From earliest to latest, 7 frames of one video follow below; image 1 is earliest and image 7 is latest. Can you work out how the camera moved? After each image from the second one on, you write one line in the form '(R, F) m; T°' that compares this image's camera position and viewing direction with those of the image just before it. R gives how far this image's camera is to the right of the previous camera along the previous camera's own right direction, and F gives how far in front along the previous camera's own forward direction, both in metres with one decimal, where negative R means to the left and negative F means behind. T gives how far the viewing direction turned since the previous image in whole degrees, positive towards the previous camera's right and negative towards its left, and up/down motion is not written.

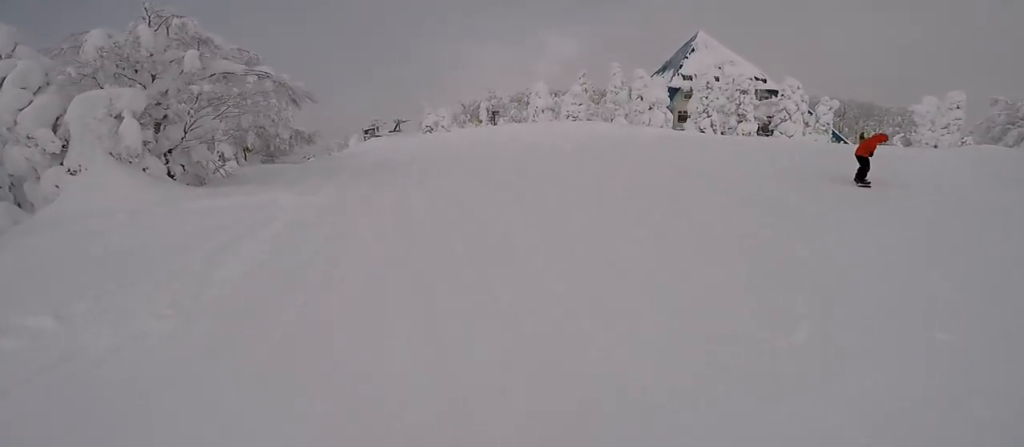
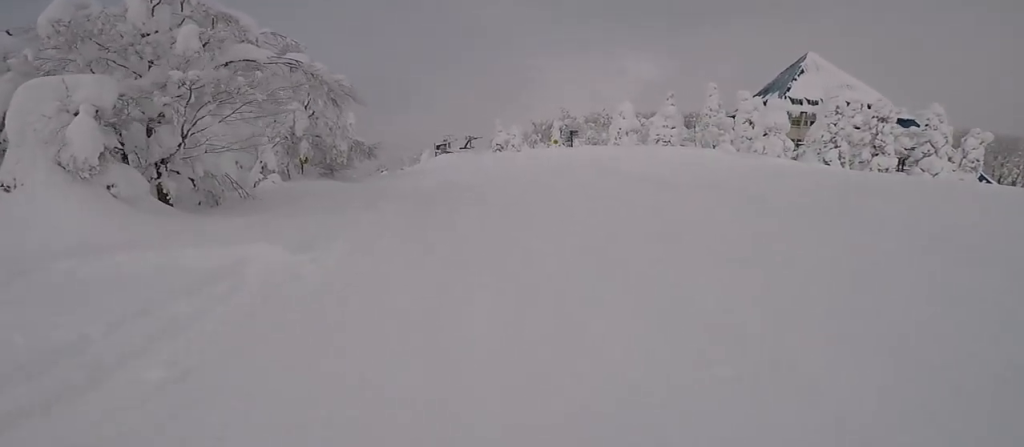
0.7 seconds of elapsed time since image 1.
(-0.6, +5.1) m; -4°
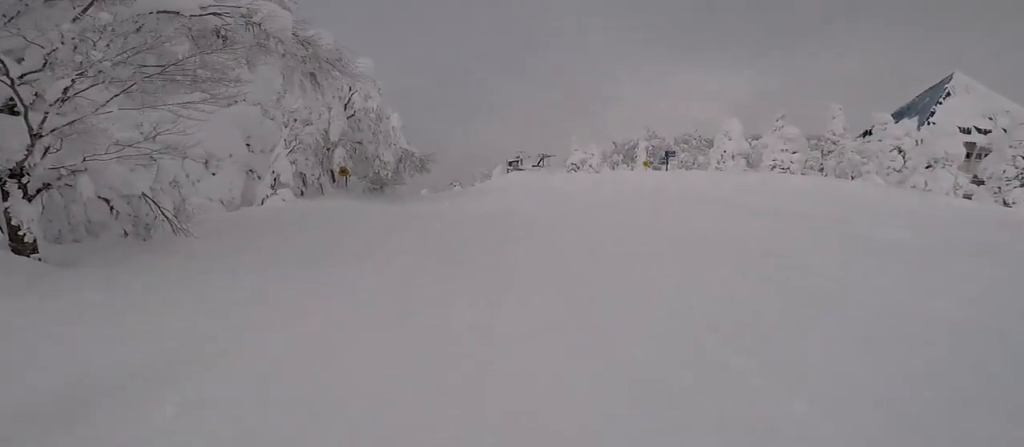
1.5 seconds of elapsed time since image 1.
(-0.2, +5.9) m; -1°
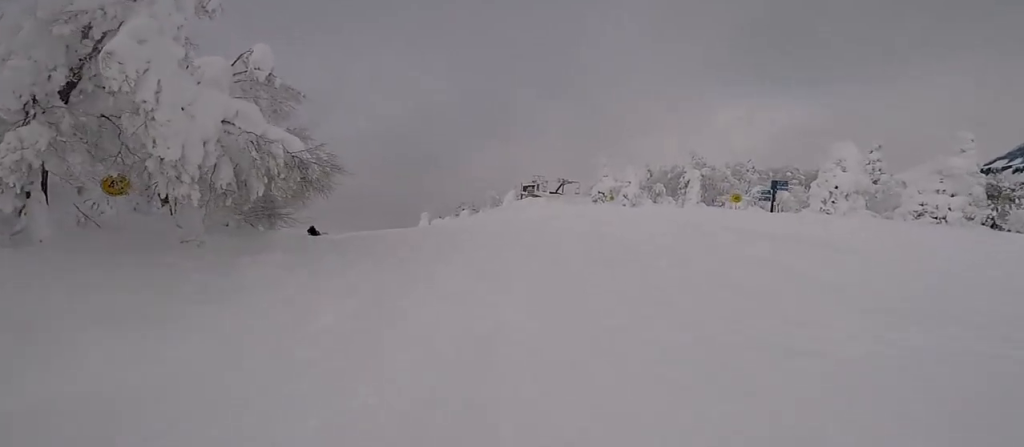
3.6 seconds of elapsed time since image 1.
(+0.6, +12.4) m; +3°
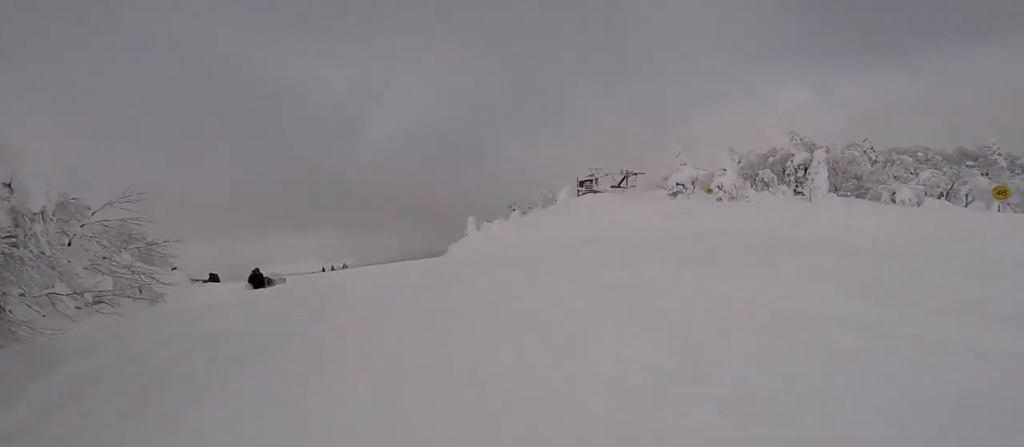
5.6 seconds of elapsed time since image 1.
(-0.7, +9.3) m; -18°
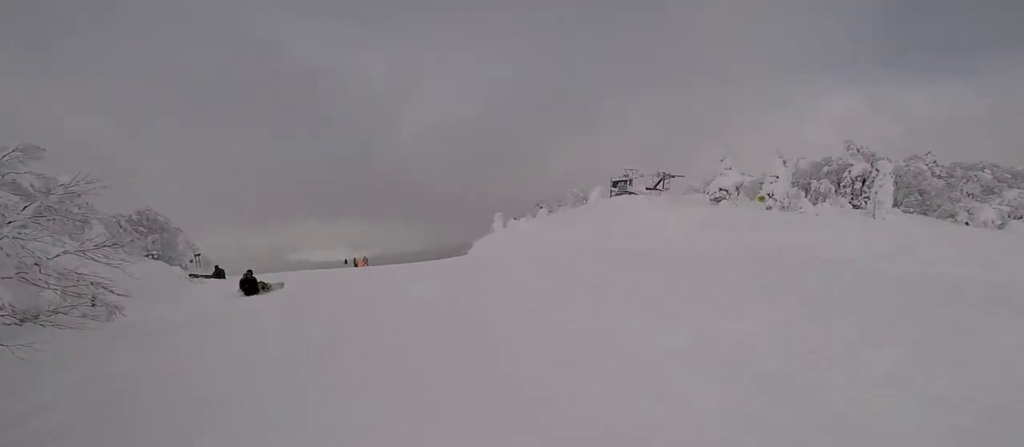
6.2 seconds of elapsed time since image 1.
(-0.2, +2.3) m; -9°
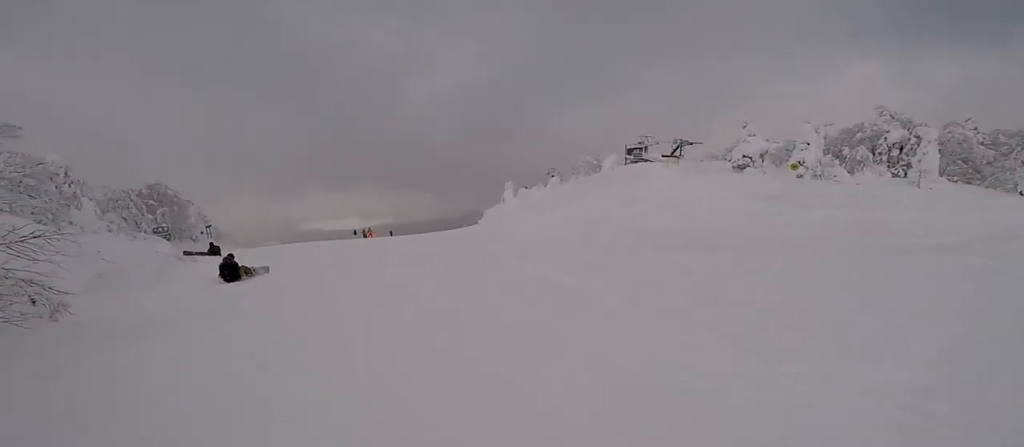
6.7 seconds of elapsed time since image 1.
(-0.2, +2.0) m; -3°
